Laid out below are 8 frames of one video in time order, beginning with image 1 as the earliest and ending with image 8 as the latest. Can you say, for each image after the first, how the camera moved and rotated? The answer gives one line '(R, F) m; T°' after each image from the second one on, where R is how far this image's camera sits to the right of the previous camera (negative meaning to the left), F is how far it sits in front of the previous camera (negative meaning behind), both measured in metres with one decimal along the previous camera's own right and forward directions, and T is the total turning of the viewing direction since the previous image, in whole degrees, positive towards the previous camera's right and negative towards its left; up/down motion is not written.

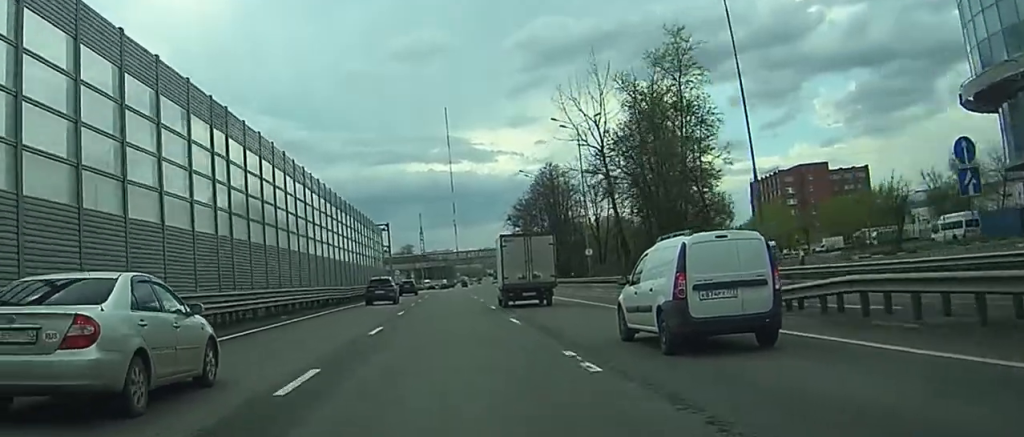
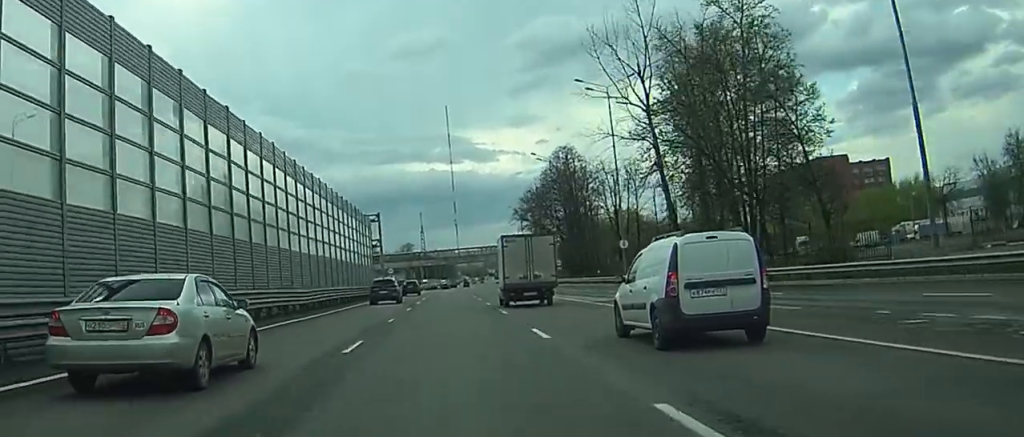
(+0.3, +18.4) m; +1°
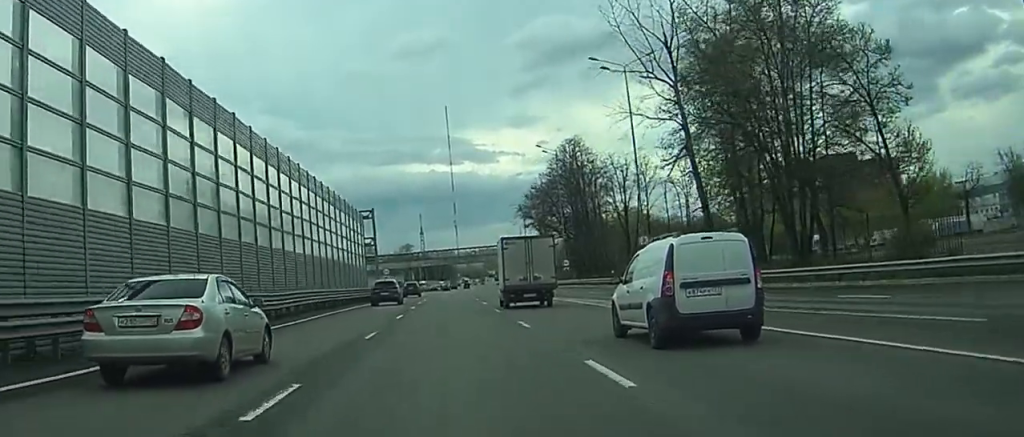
(-0.1, +7.9) m; 0°
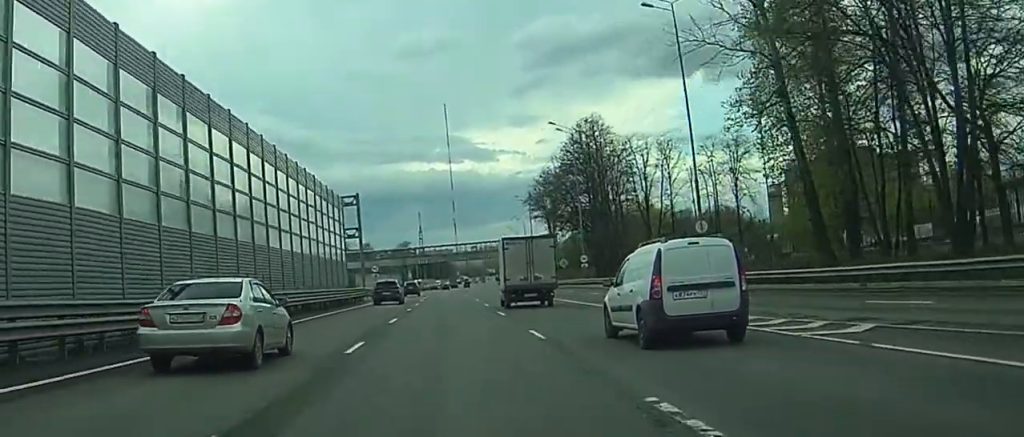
(-0.1, +15.8) m; -1°
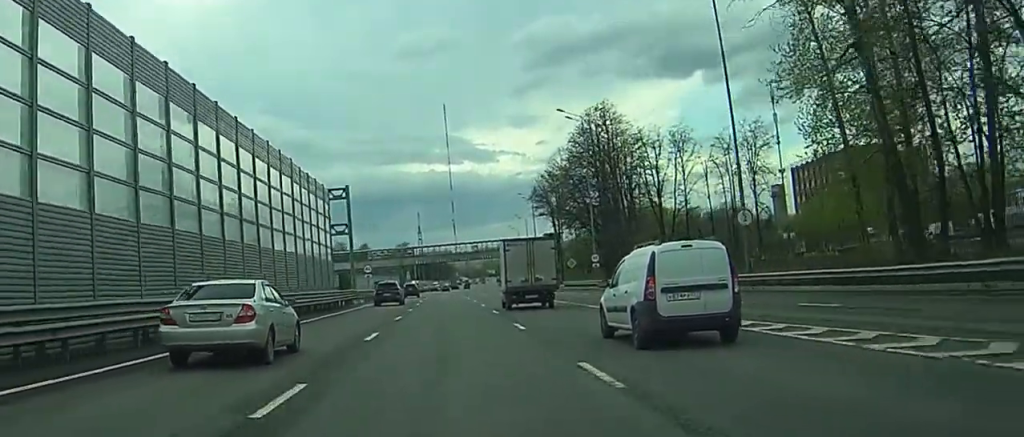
(+0.1, +7.9) m; 0°
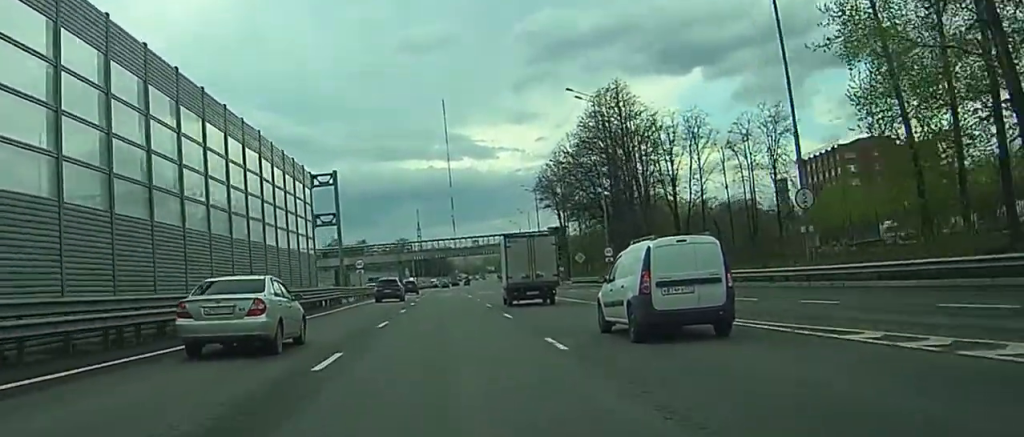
(-0.1, +7.9) m; 0°
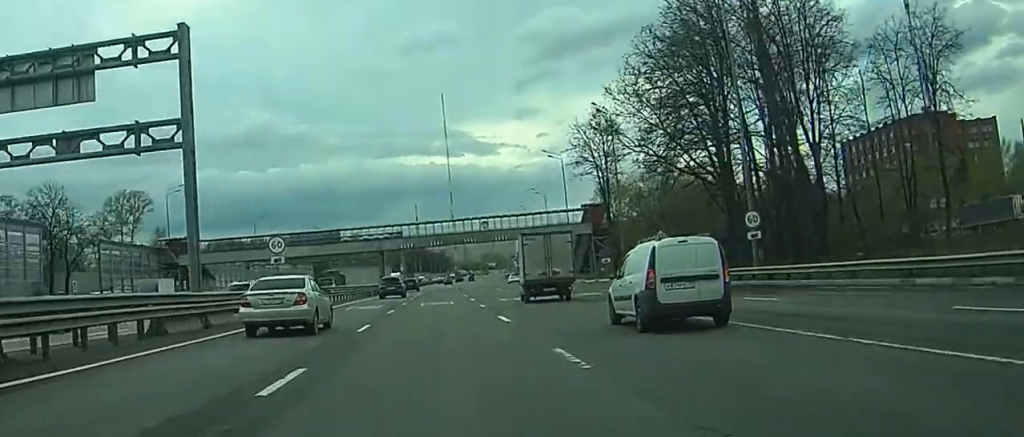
(-0.3, +39.2) m; -1°
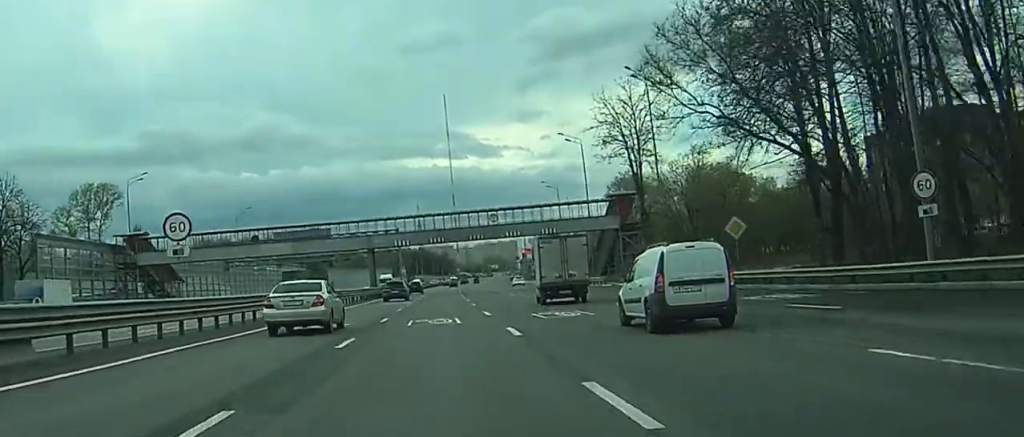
(-0.1, +16.3) m; -1°
